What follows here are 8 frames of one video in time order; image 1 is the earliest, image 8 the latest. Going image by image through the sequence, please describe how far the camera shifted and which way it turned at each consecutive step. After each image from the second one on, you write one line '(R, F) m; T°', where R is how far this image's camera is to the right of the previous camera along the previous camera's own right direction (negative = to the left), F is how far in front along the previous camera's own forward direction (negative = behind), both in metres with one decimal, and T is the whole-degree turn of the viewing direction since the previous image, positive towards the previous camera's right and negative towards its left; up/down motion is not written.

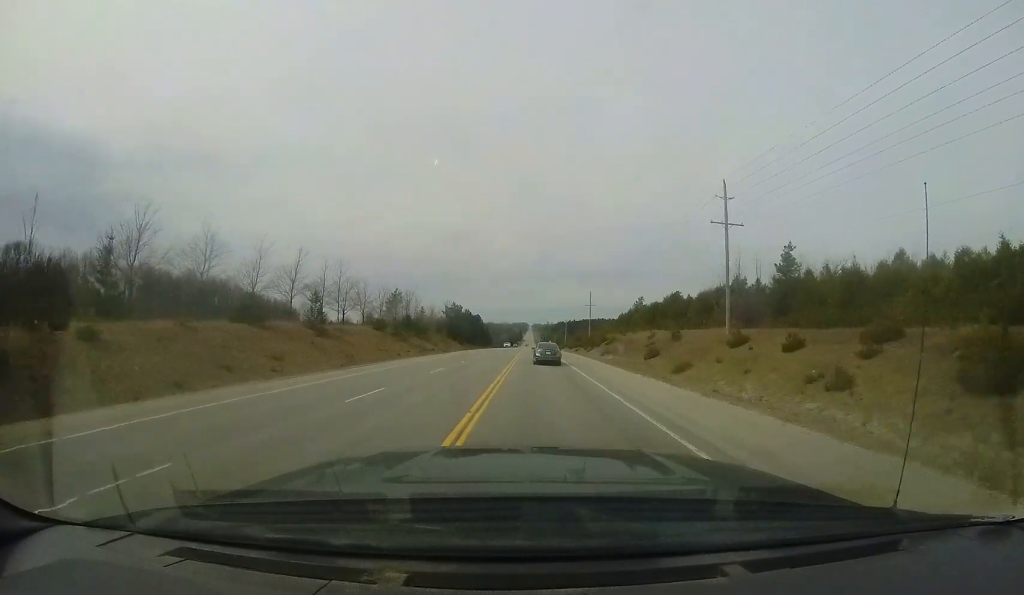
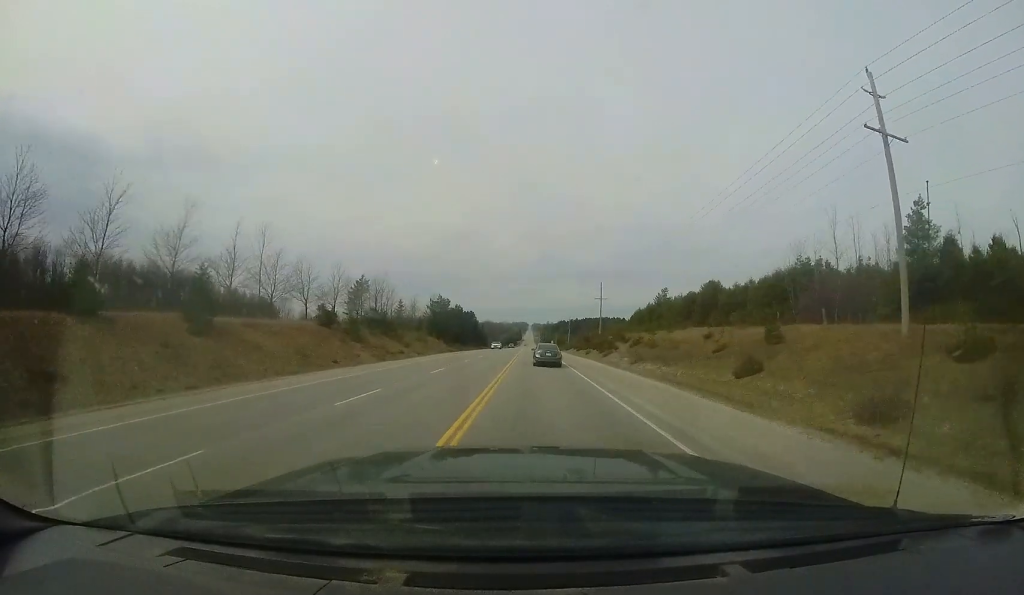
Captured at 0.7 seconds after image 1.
(+0.1, +16.6) m; 0°
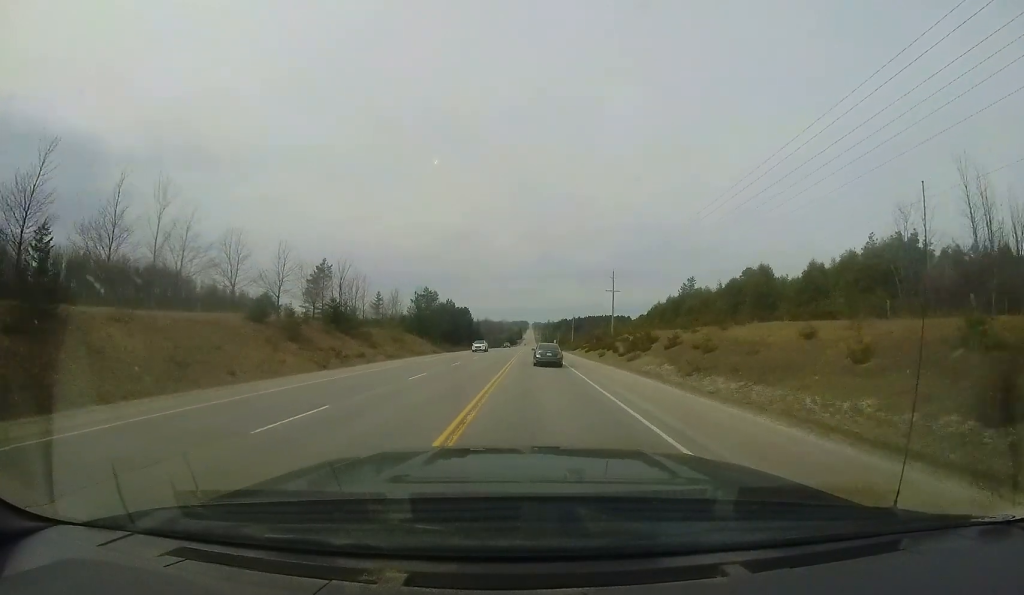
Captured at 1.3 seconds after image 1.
(-0.1, +12.7) m; 0°
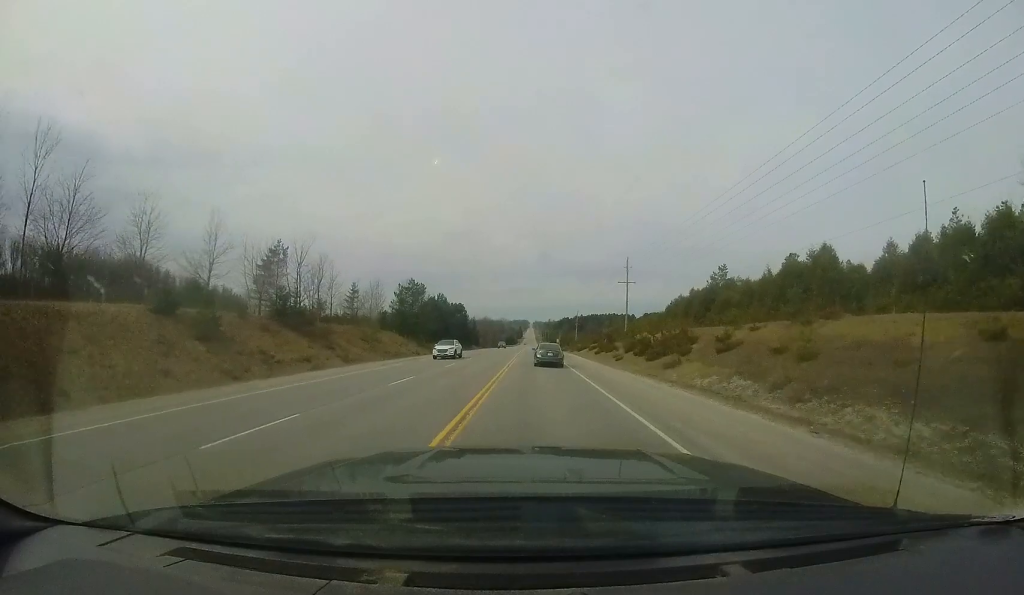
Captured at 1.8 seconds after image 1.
(-0.1, +10.5) m; 0°
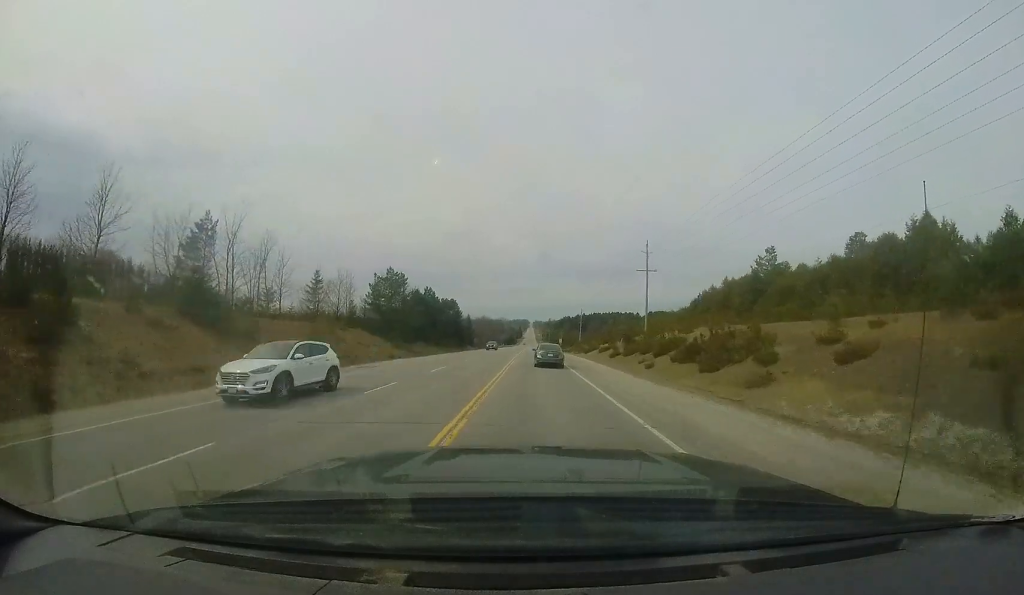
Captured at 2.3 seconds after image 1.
(+0.1, +11.3) m; 0°
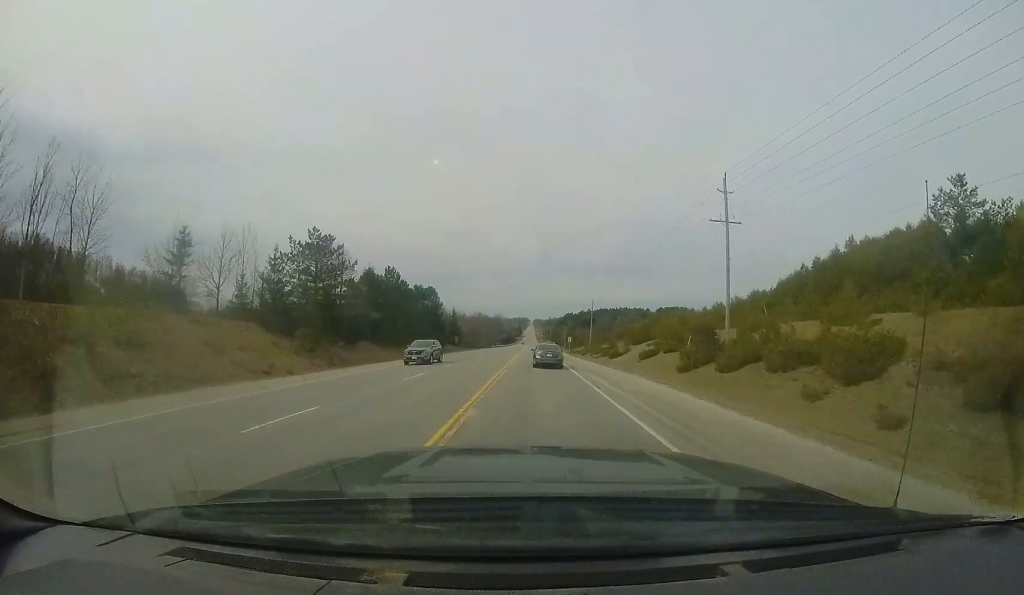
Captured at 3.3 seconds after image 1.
(+0.1, +22.5) m; 0°
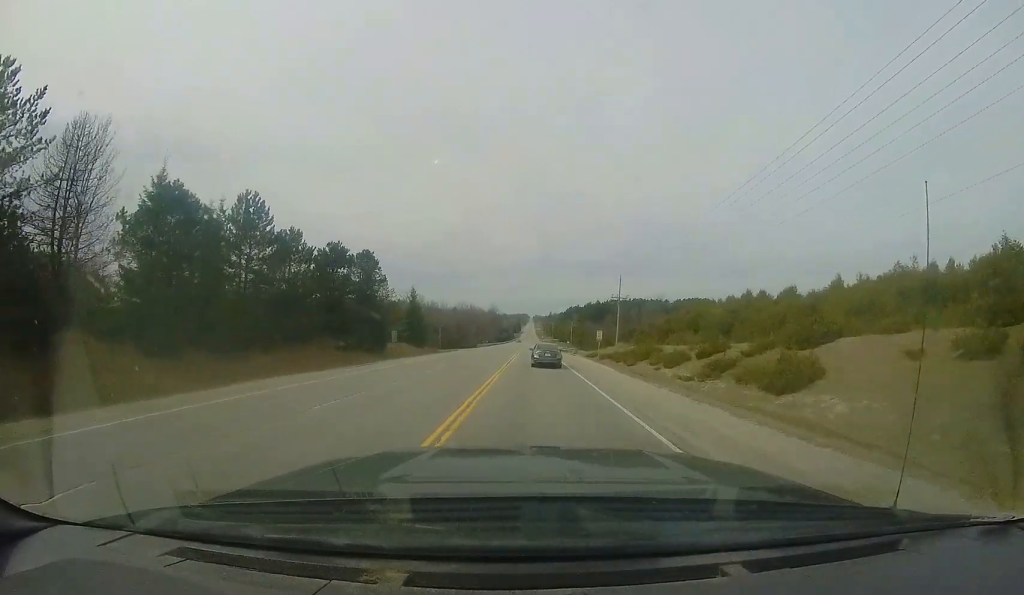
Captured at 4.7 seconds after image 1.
(-0.2, +32.2) m; -1°
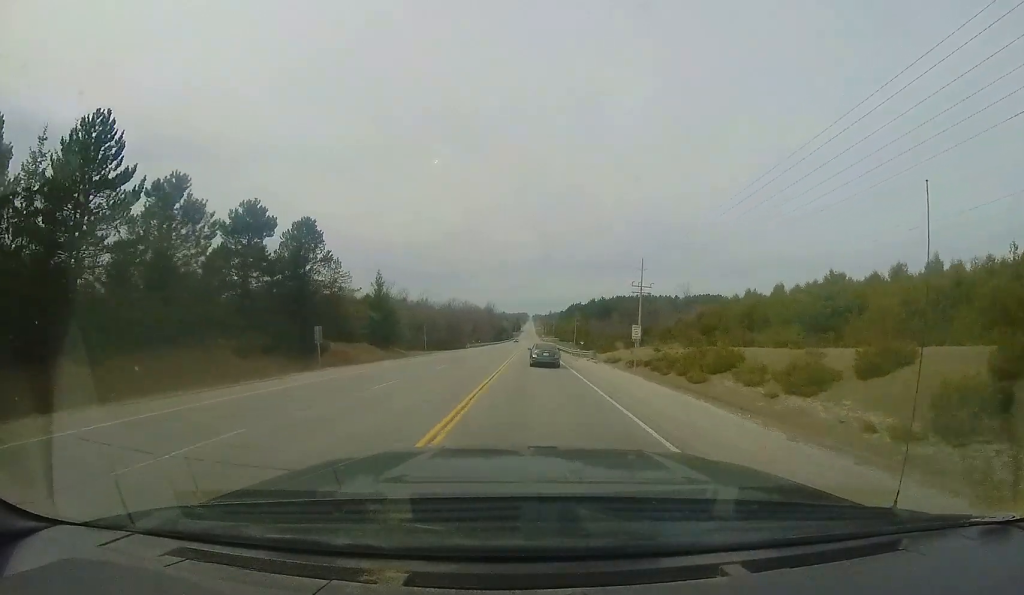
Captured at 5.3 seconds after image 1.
(-0.1, +14.5) m; 0°
